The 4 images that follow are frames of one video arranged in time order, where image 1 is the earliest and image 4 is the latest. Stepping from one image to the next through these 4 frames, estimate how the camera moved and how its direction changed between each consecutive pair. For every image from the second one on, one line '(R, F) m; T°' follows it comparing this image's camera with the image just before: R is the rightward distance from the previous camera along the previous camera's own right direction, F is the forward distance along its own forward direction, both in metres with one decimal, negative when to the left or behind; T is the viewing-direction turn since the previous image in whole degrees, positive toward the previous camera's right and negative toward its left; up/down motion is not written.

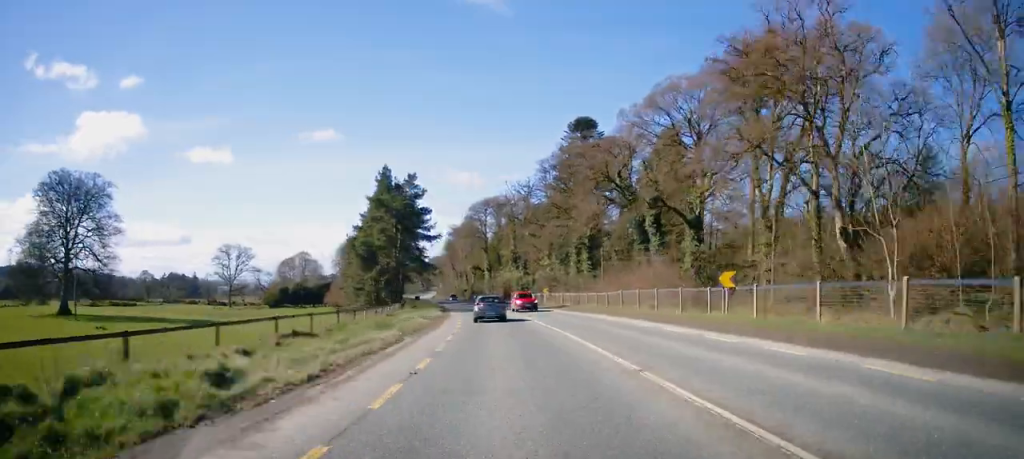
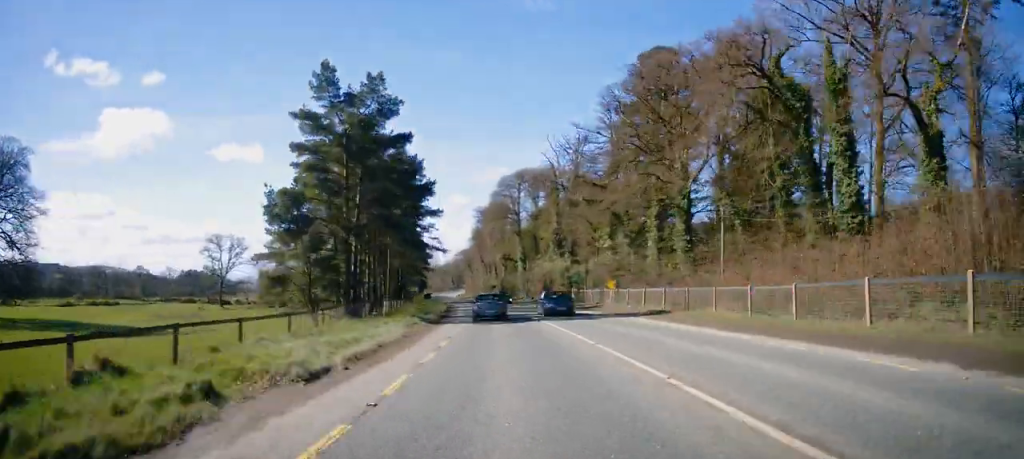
(-0.5, +27.2) m; -2°
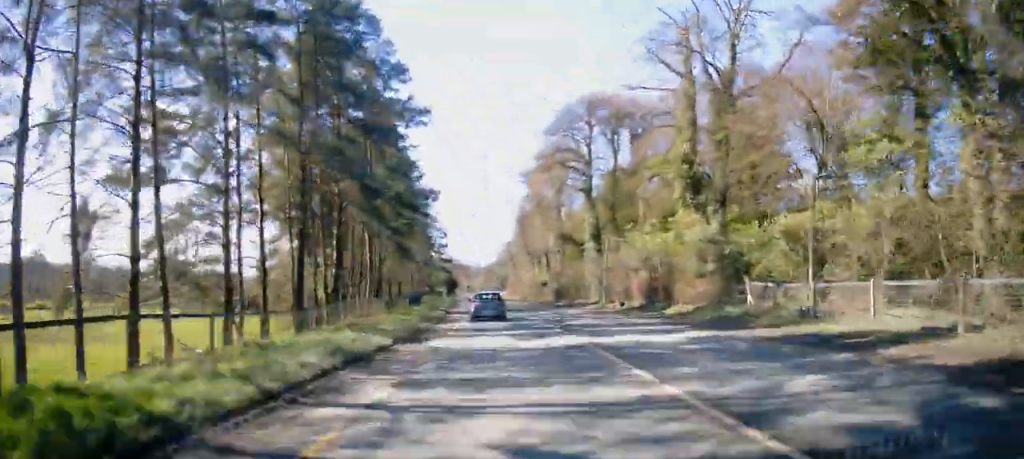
(-1.8, +40.3) m; -6°
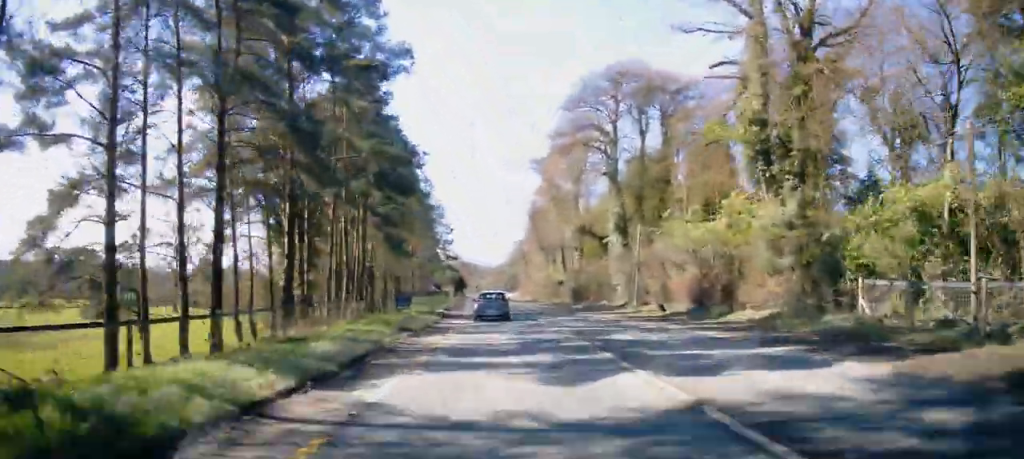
(-0.3, +8.4) m; -1°
